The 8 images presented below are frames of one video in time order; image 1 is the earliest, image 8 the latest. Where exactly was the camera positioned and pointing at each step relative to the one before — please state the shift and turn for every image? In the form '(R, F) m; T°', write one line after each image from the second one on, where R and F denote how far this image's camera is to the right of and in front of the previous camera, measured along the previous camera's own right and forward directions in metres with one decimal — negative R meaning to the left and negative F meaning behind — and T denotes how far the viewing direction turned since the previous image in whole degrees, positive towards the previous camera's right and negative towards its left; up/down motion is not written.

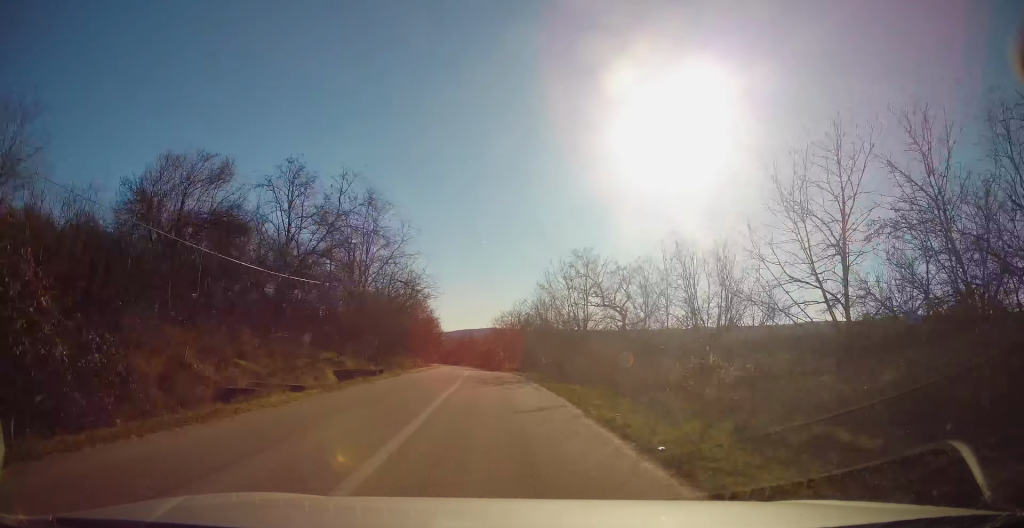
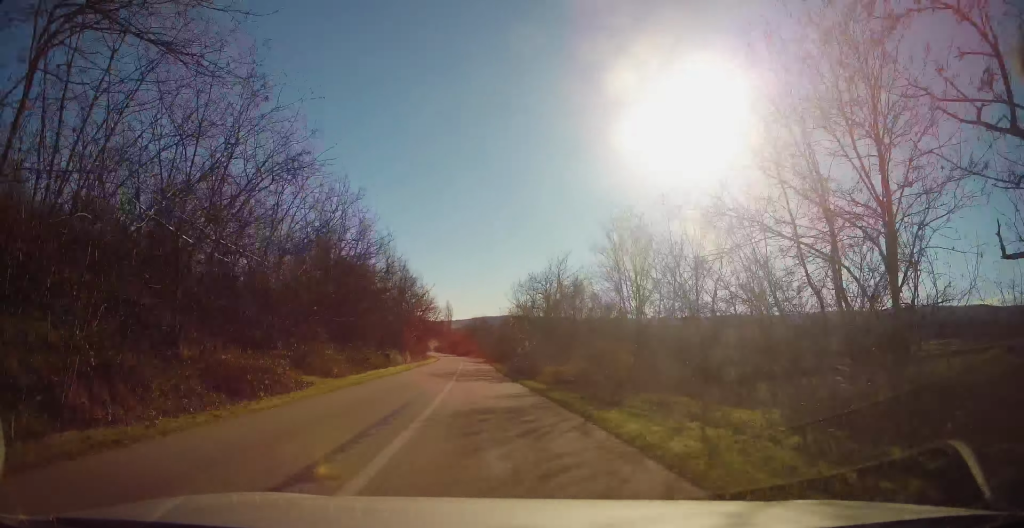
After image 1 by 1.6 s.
(-0.3, +30.5) m; -2°
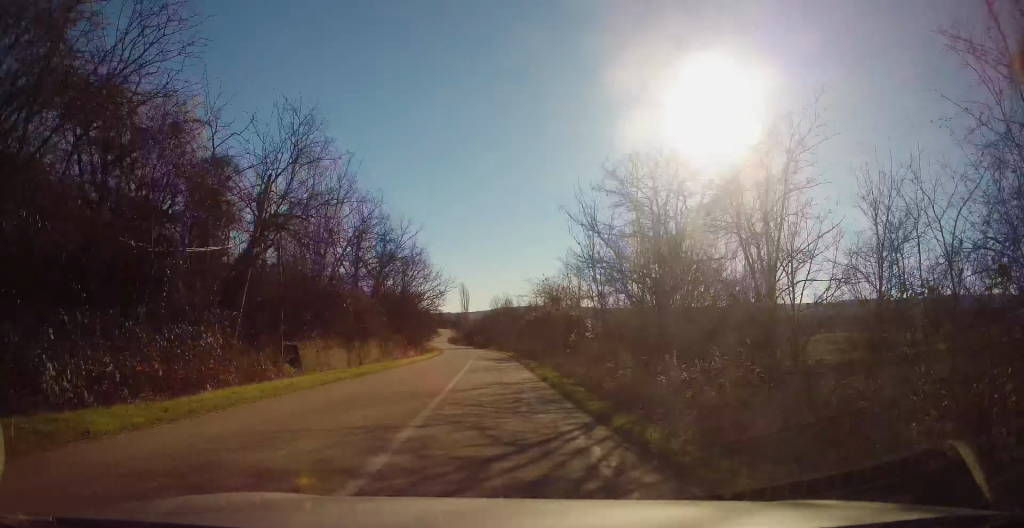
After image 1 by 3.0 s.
(-0.5, +26.1) m; -1°
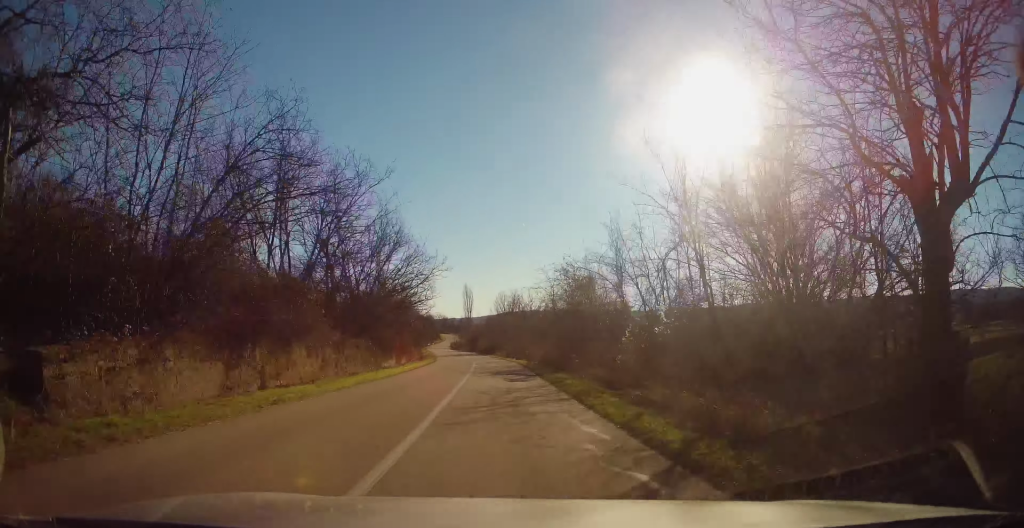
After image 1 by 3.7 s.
(0.0, +12.9) m; -1°
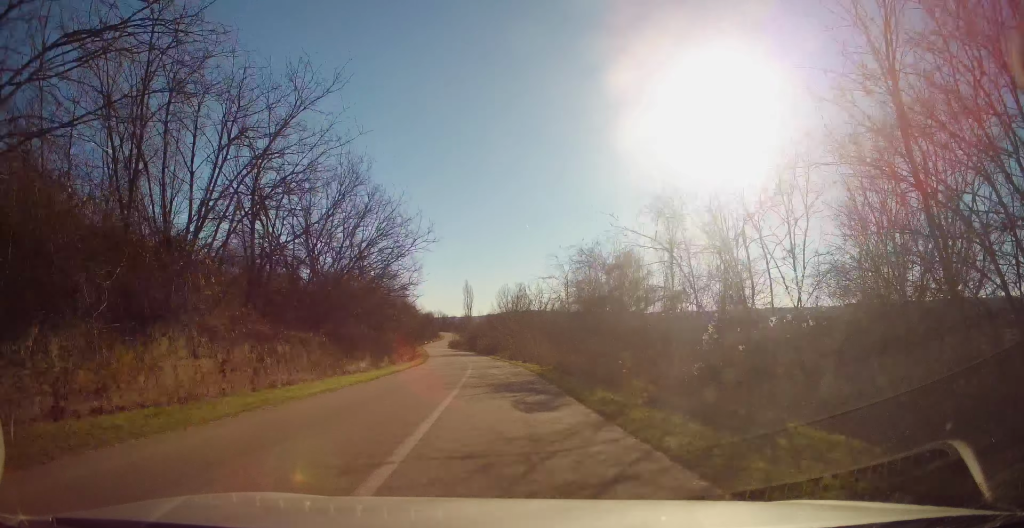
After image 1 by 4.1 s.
(-0.1, +8.5) m; 0°
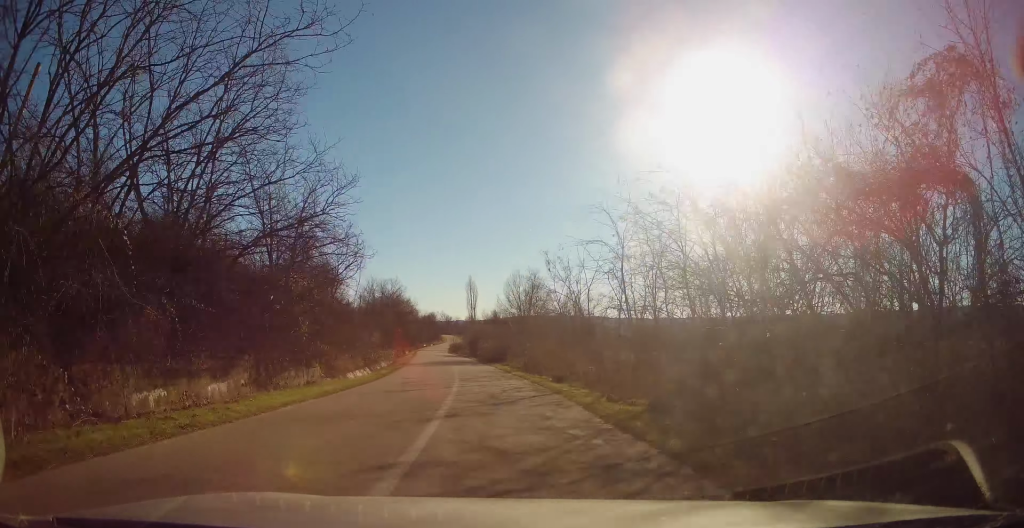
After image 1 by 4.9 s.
(-0.1, +16.6) m; -1°
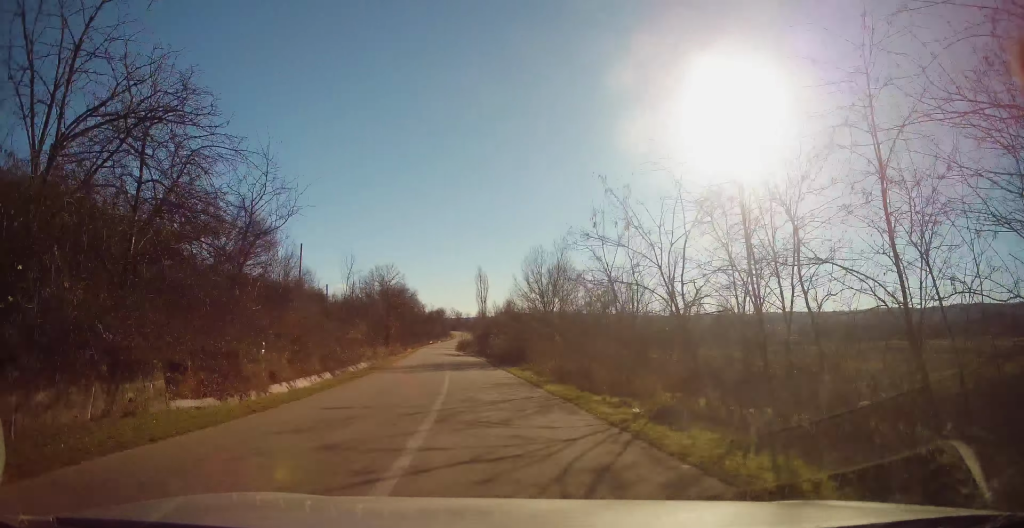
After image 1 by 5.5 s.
(+0.1, +12.1) m; -1°
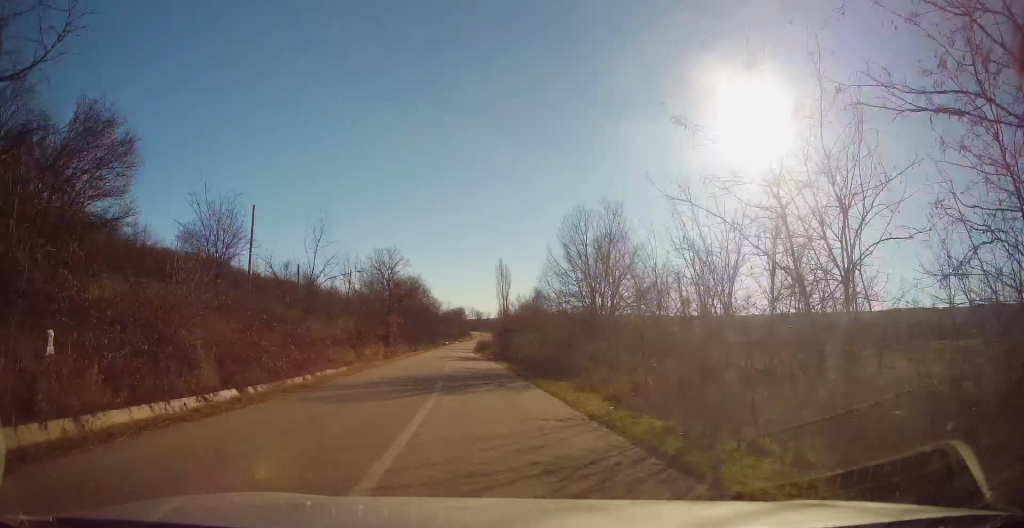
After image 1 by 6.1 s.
(-0.3, +12.4) m; -2°
